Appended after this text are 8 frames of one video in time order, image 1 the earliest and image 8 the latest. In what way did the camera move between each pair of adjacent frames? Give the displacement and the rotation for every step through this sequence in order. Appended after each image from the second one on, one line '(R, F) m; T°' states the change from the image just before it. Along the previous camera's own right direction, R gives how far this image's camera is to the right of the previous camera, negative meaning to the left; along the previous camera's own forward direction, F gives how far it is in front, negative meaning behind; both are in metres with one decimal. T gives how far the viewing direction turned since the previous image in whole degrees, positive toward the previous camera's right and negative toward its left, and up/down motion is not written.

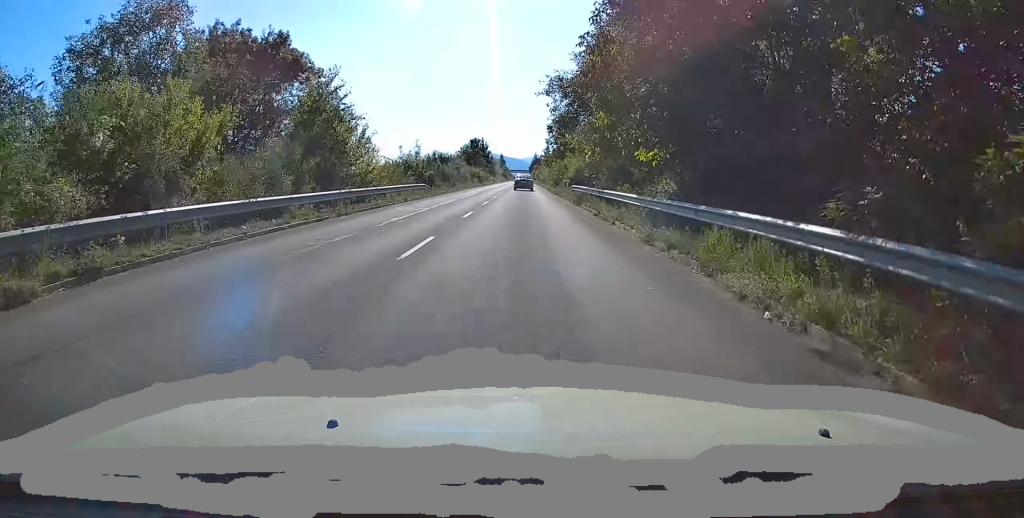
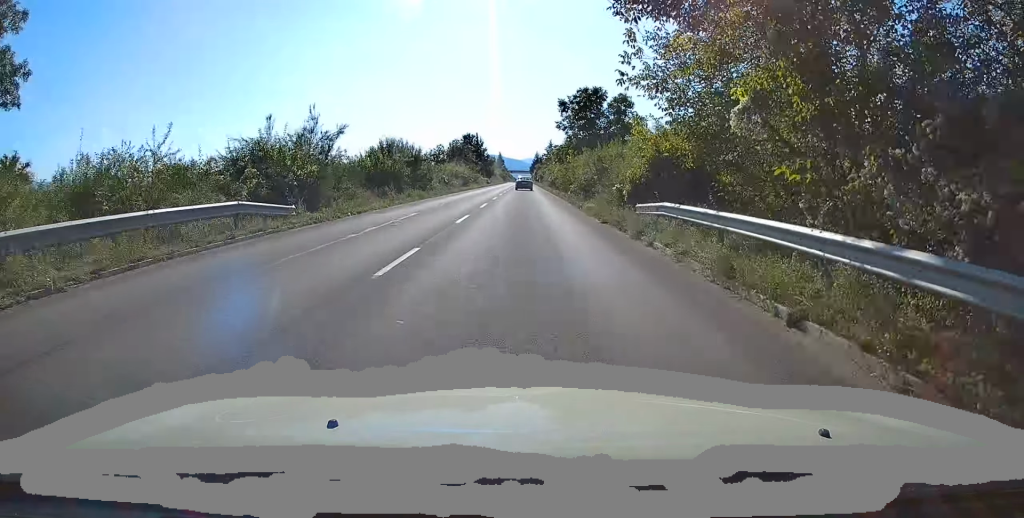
(+0.3, +28.4) m; 0°
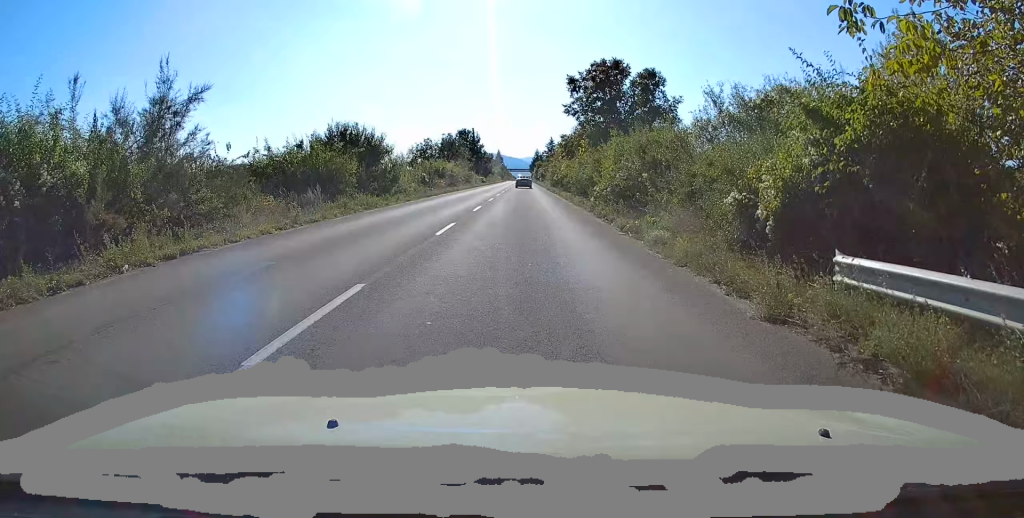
(-0.3, +12.6) m; 0°
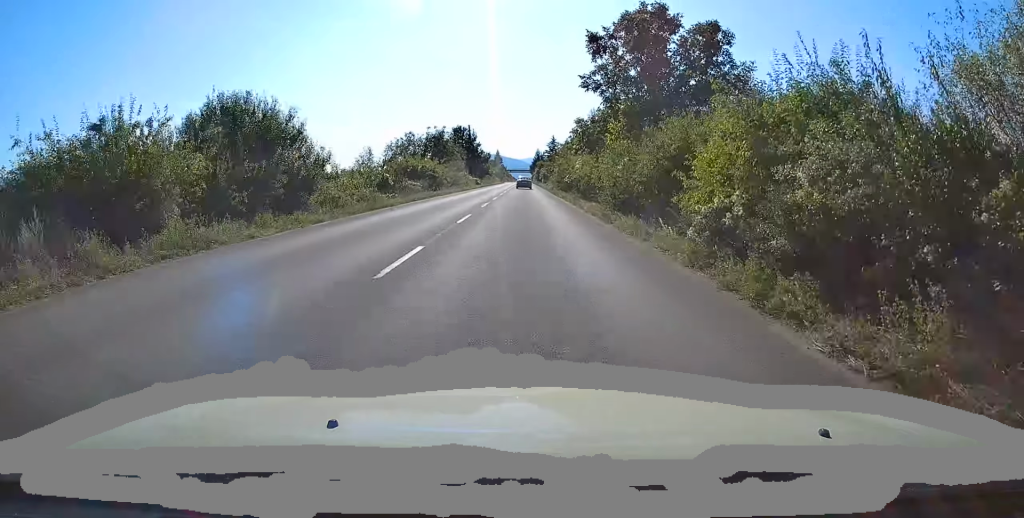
(-0.2, +14.2) m; 0°
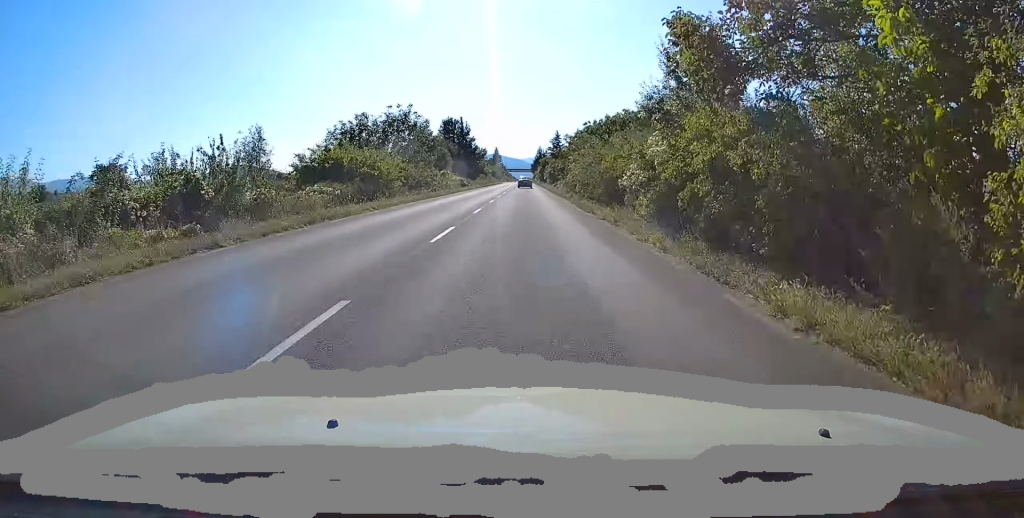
(+0.4, +22.7) m; 0°
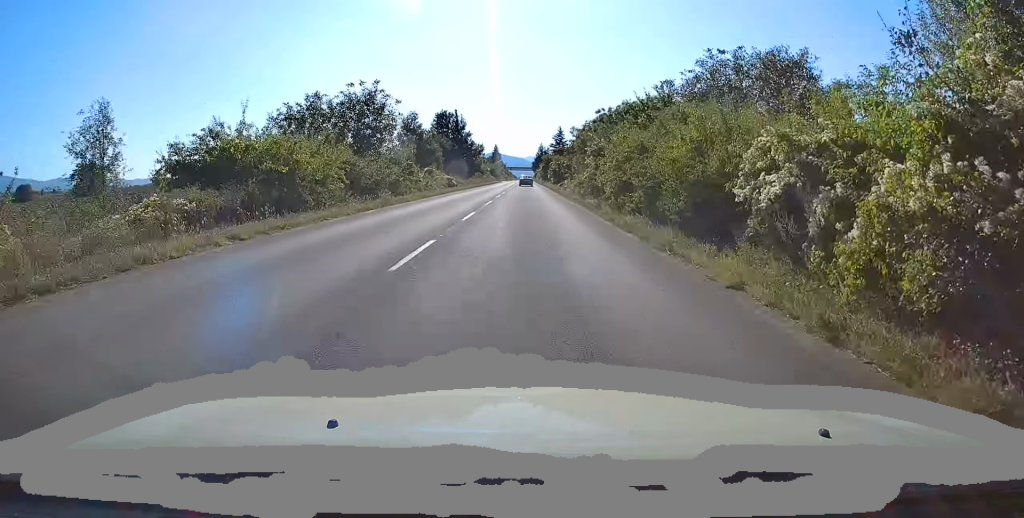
(-0.2, +12.5) m; 0°
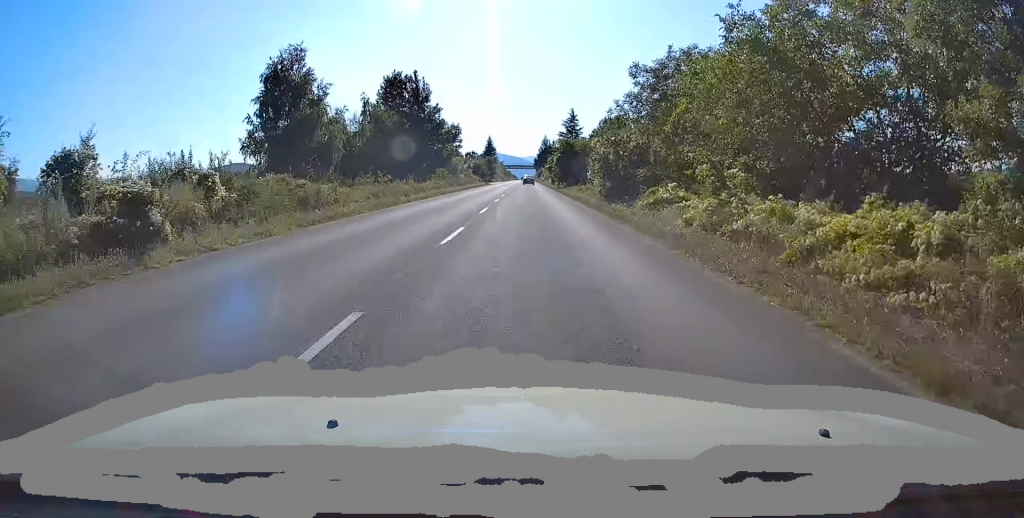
(-0.2, +50.7) m; 0°
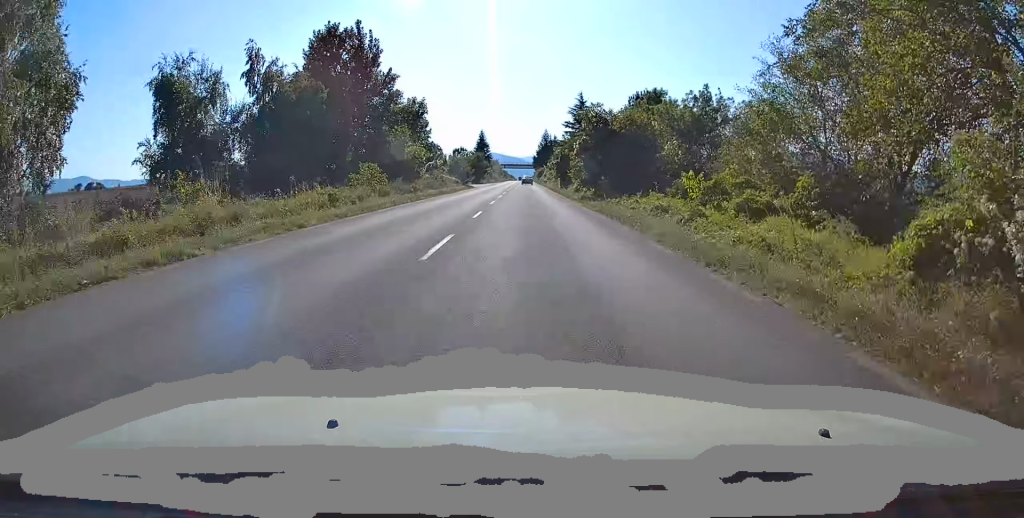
(+0.4, +28.8) m; 0°
